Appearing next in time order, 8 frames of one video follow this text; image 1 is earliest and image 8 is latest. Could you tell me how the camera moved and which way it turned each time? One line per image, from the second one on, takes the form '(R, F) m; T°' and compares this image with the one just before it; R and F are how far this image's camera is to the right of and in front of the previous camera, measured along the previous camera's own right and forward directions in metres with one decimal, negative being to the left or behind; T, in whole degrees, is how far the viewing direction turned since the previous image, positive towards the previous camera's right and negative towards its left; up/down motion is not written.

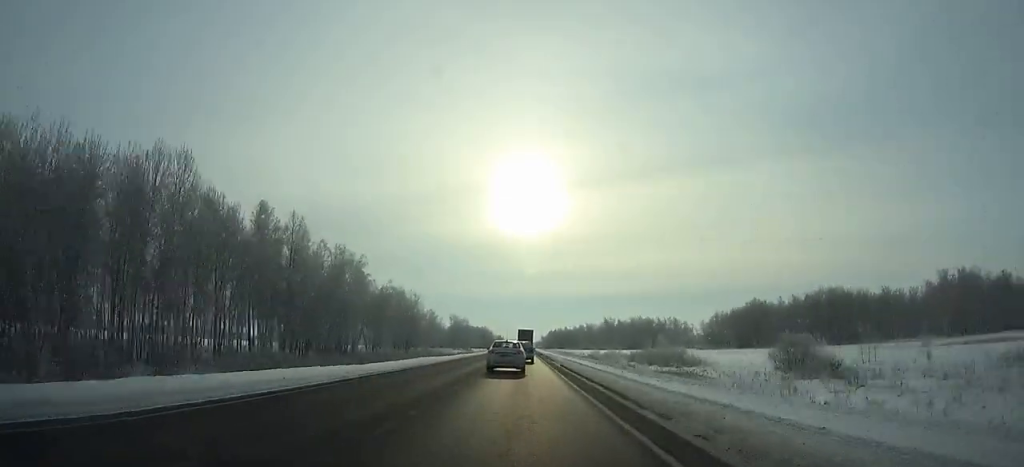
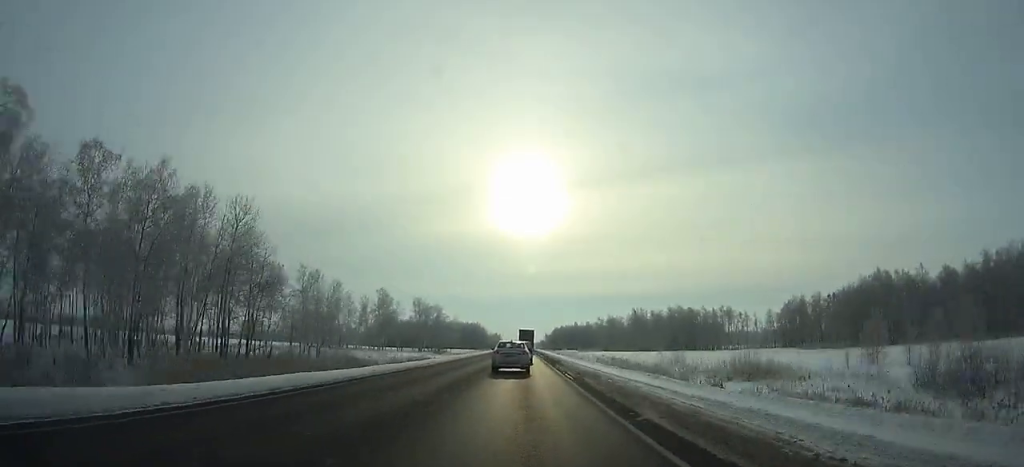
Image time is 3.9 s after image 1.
(+0.1, +89.3) m; 0°
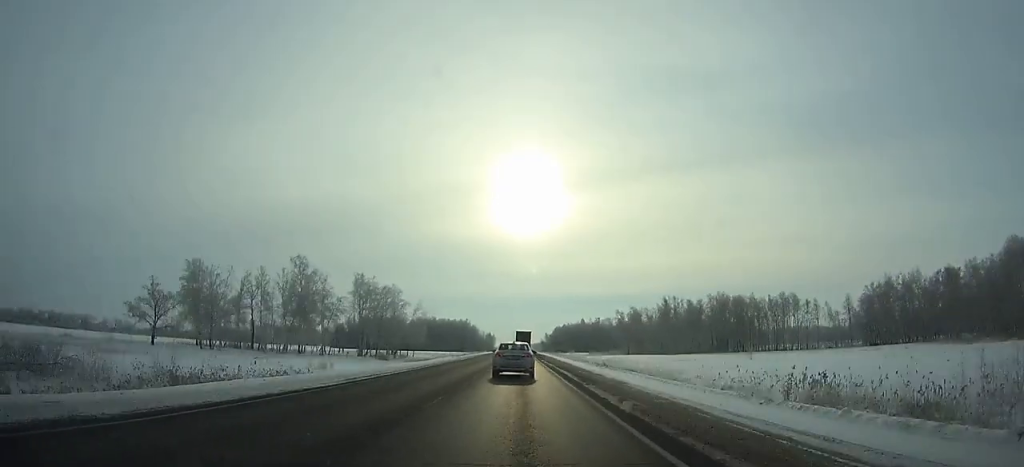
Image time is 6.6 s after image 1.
(+0.2, +61.0) m; 0°
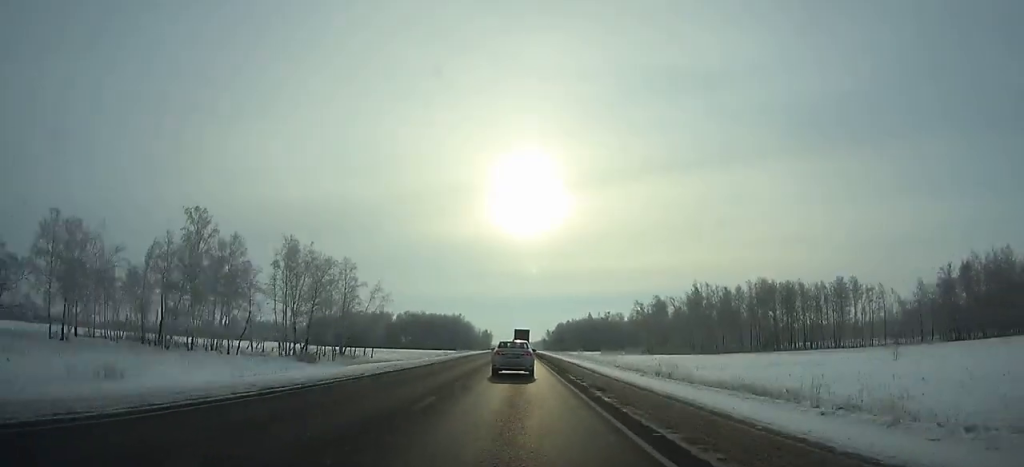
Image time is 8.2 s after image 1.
(0.0, +36.0) m; 0°
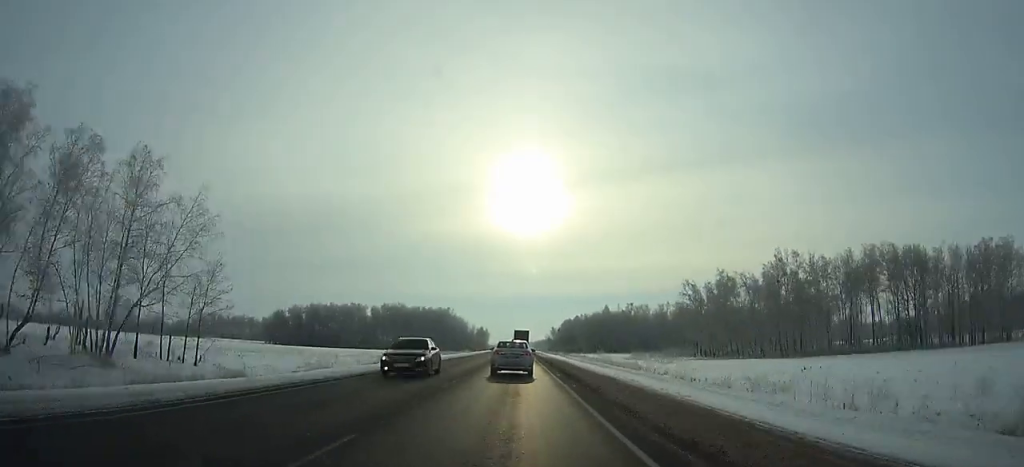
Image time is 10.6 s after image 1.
(-0.1, +53.9) m; 0°
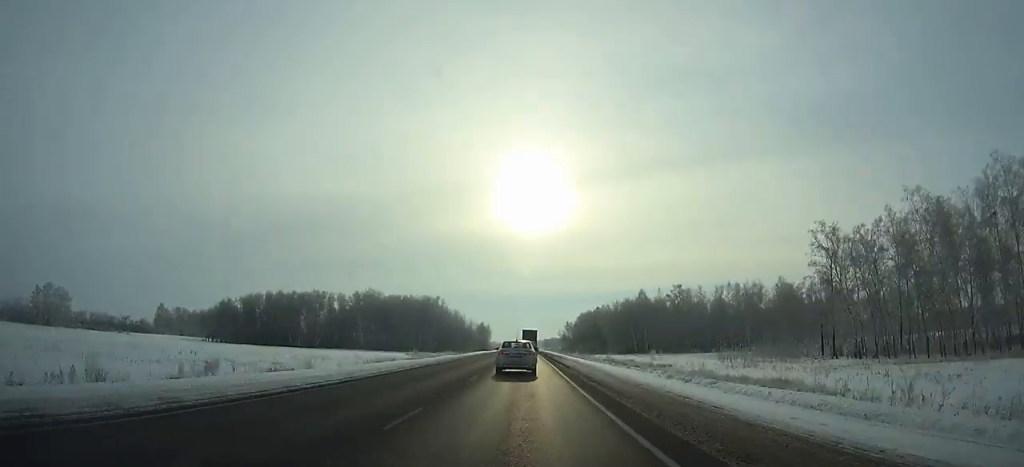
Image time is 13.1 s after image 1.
(-0.3, +56.3) m; 0°
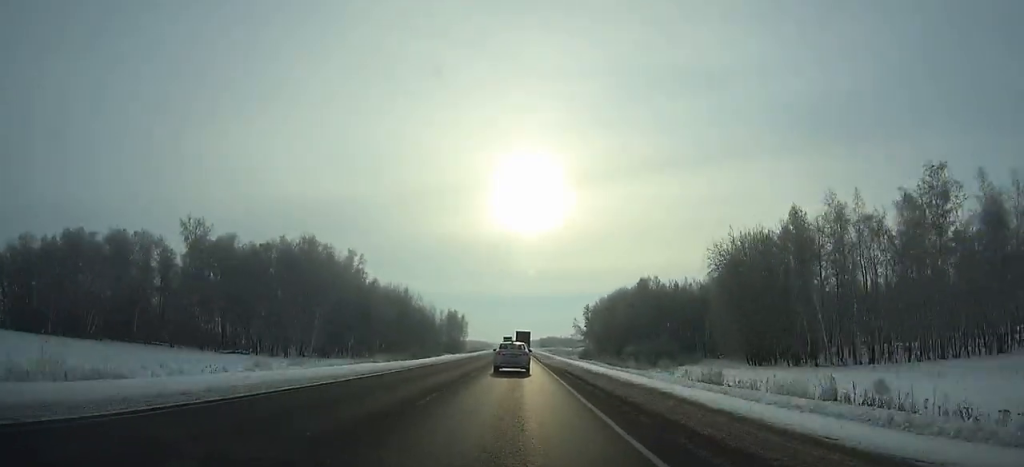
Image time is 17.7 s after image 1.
(+0.2, +105.2) m; 0°
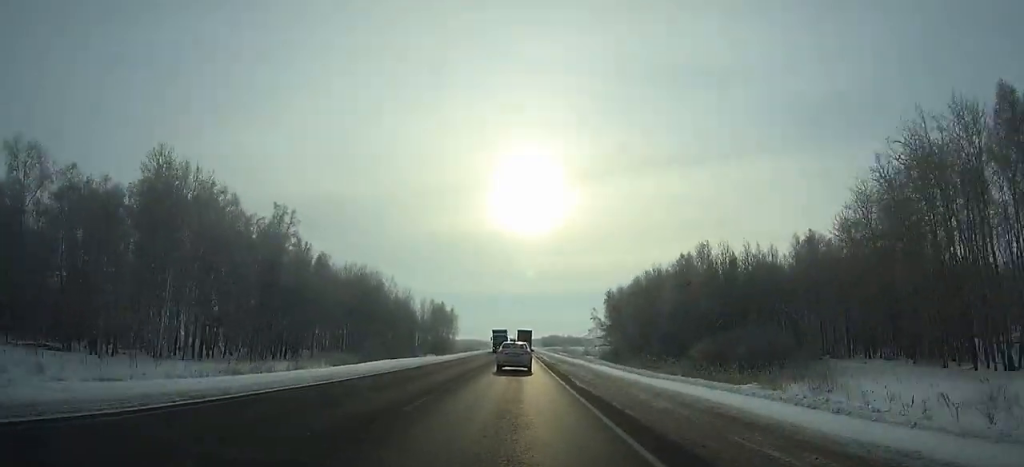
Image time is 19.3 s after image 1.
(0.0, +37.0) m; 0°
